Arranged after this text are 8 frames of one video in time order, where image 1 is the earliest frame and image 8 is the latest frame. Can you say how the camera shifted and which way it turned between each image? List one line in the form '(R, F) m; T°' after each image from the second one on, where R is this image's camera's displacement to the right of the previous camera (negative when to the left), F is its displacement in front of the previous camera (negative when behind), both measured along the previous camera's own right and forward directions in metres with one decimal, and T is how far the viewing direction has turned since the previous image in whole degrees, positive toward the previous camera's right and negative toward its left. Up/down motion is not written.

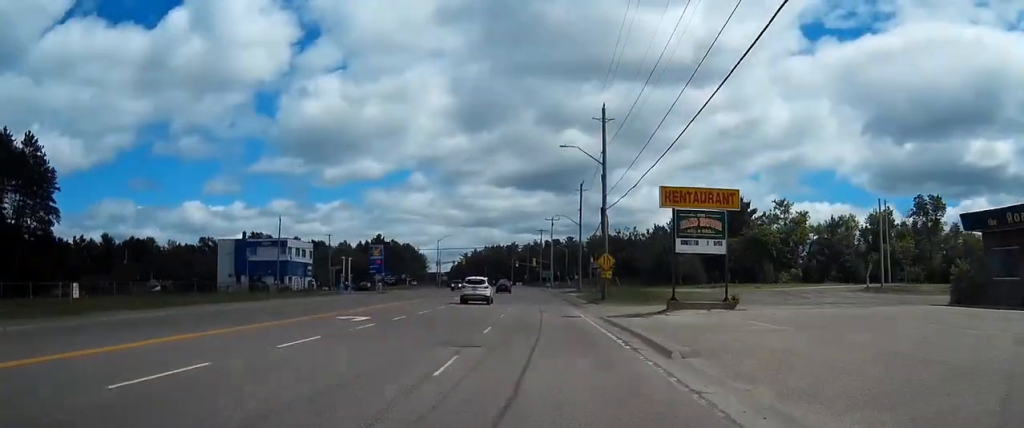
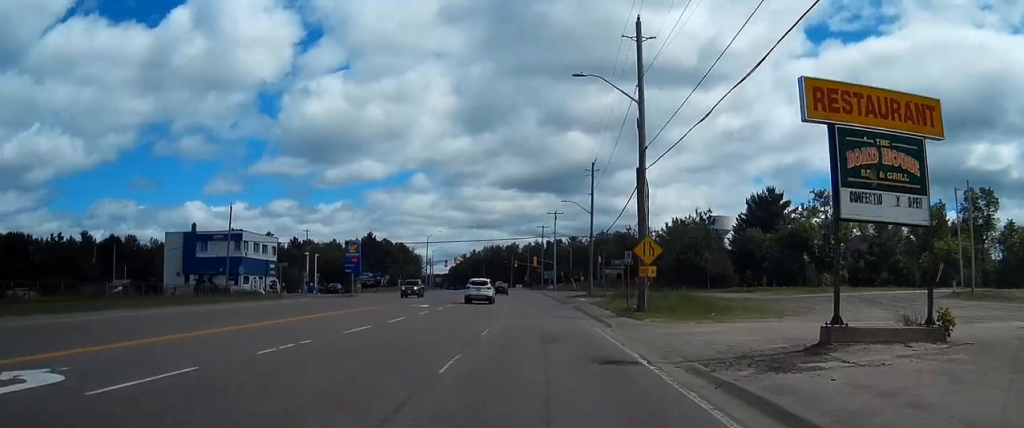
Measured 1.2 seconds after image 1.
(0.0, +17.3) m; 0°
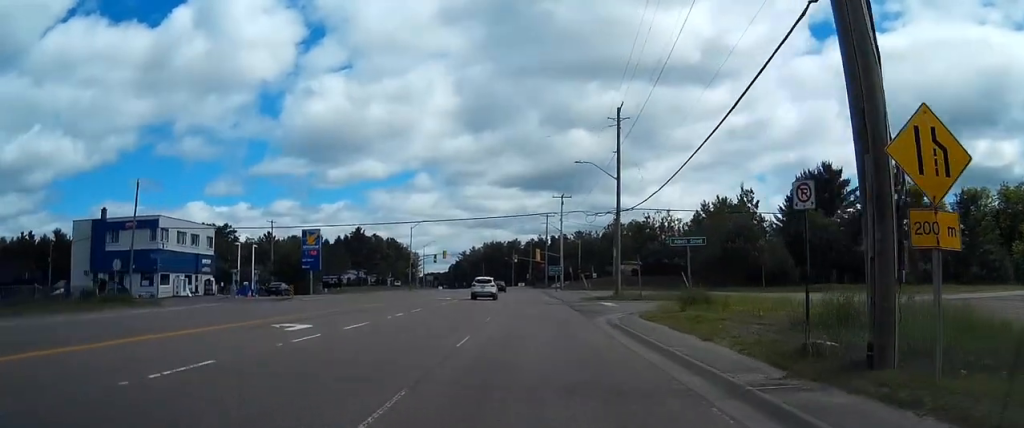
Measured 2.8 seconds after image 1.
(+0.3, +22.8) m; +1°
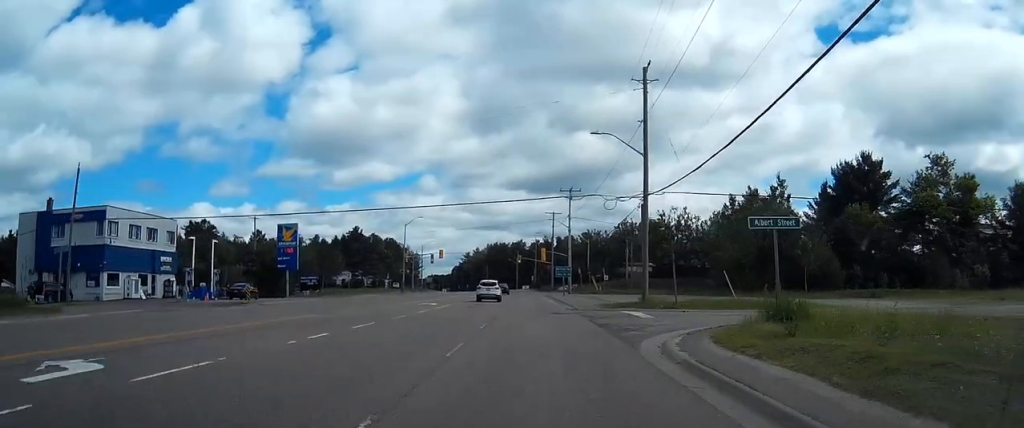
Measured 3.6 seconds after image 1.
(-0.1, +10.9) m; 0°
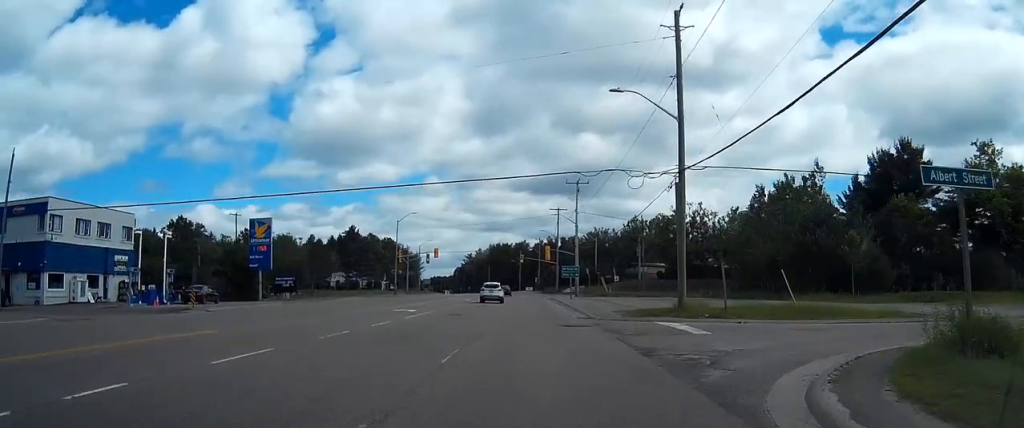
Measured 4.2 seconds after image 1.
(+0.1, +9.5) m; 0°
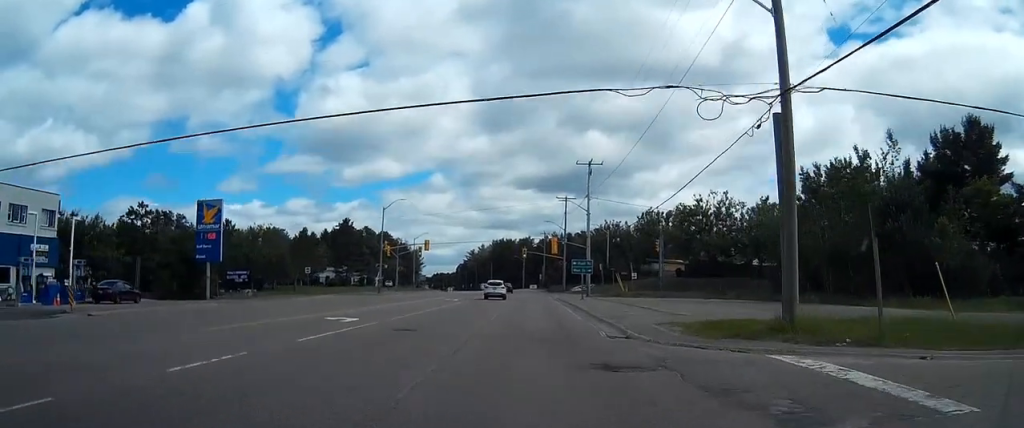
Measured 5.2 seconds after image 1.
(0.0, +13.4) m; 0°
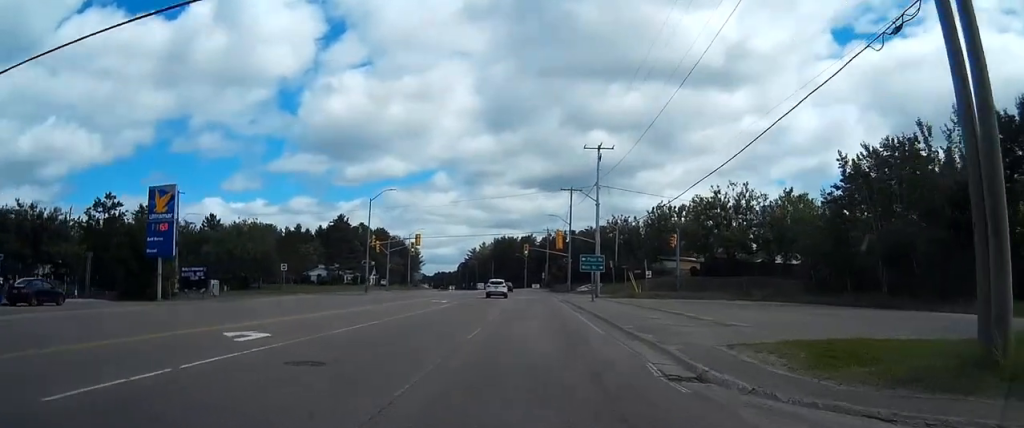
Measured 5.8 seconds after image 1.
(0.0, +9.1) m; -1°
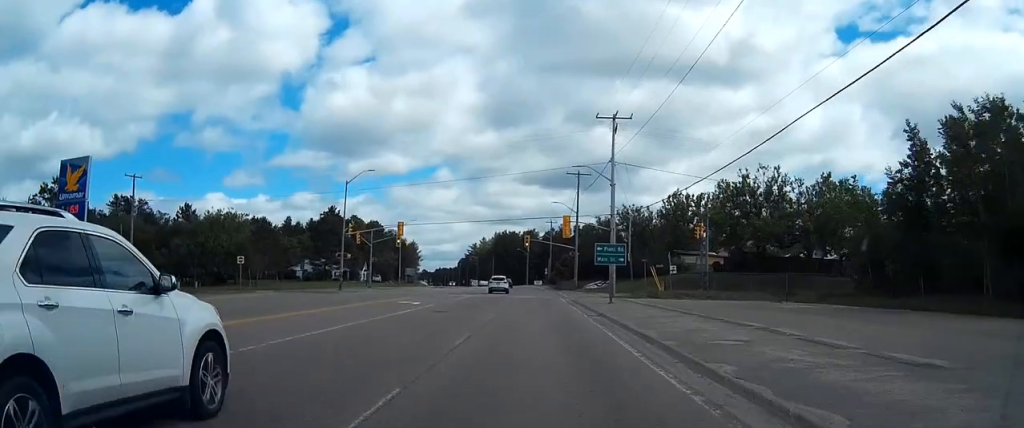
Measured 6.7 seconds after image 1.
(0.0, +12.3) m; -2°
